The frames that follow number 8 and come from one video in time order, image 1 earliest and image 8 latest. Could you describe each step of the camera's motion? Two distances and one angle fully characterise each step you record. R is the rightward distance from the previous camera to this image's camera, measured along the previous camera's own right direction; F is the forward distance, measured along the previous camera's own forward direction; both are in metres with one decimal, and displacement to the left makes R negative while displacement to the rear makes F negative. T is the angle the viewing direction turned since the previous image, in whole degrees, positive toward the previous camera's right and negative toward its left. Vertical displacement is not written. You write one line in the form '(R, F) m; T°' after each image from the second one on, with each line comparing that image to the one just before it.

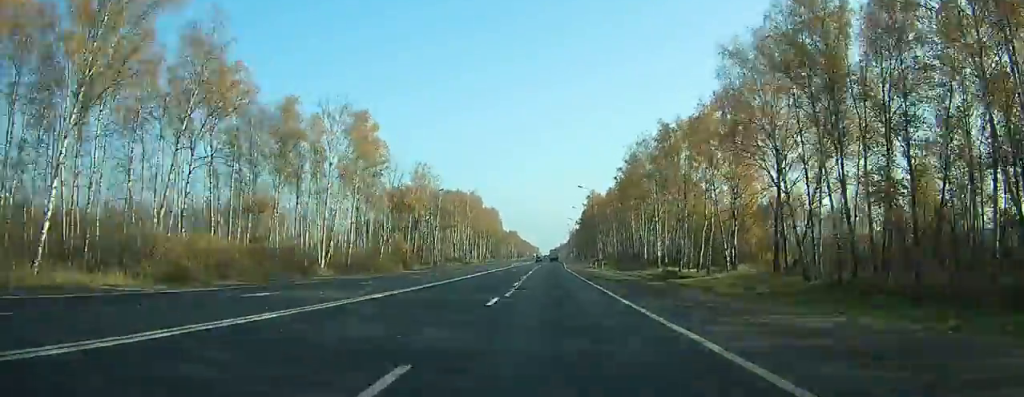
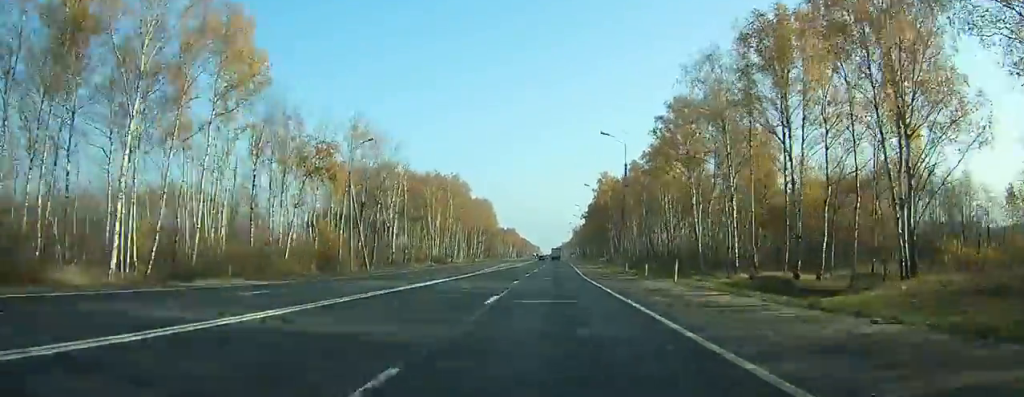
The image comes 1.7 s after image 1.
(+0.1, +36.2) m; 0°
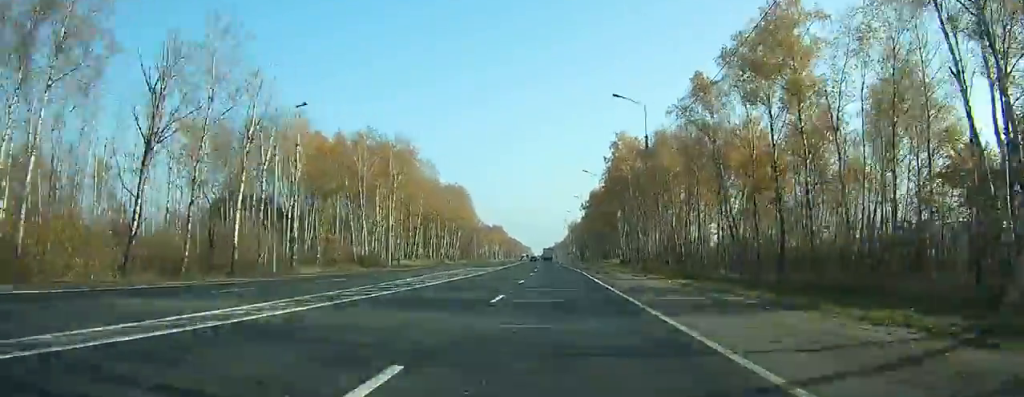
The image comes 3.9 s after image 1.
(0.0, +48.1) m; 0°
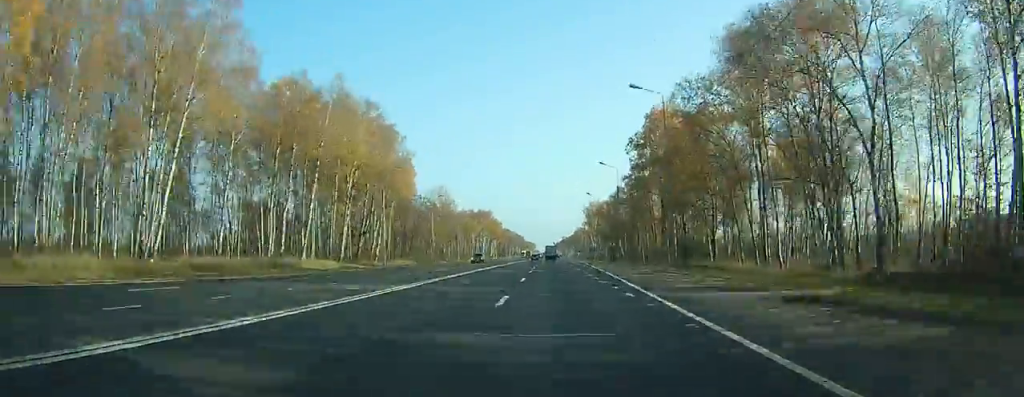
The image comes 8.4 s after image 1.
(+0.2, +98.8) m; 0°
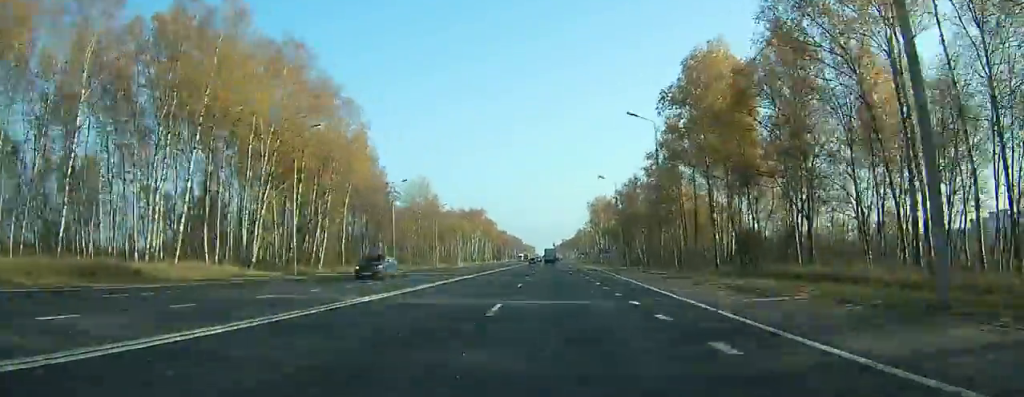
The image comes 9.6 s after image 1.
(0.0, +25.5) m; 0°
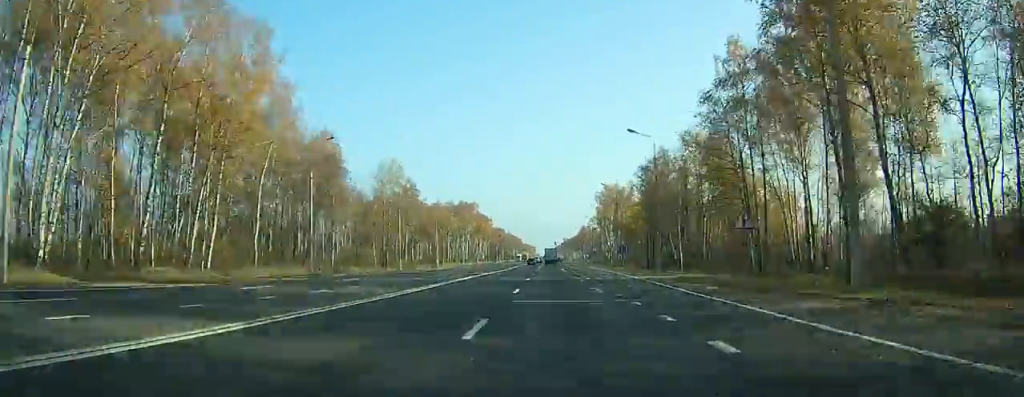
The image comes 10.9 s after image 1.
(-0.1, +27.6) m; 0°
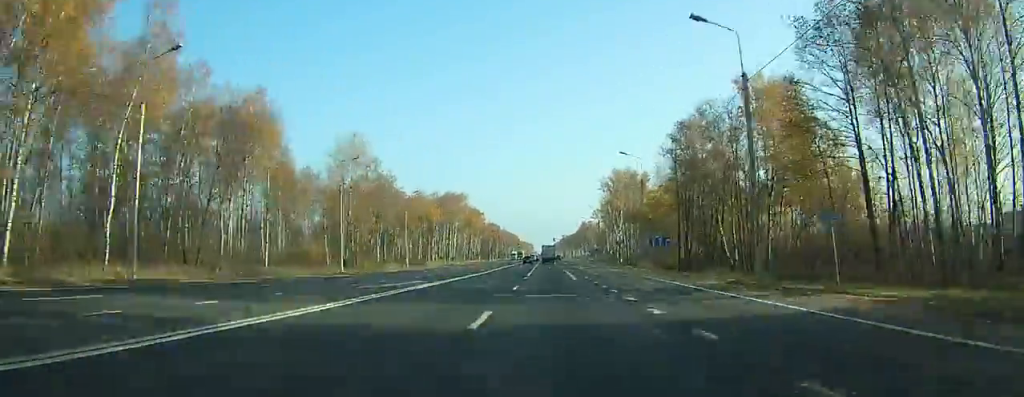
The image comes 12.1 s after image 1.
(0.0, +23.2) m; 0°
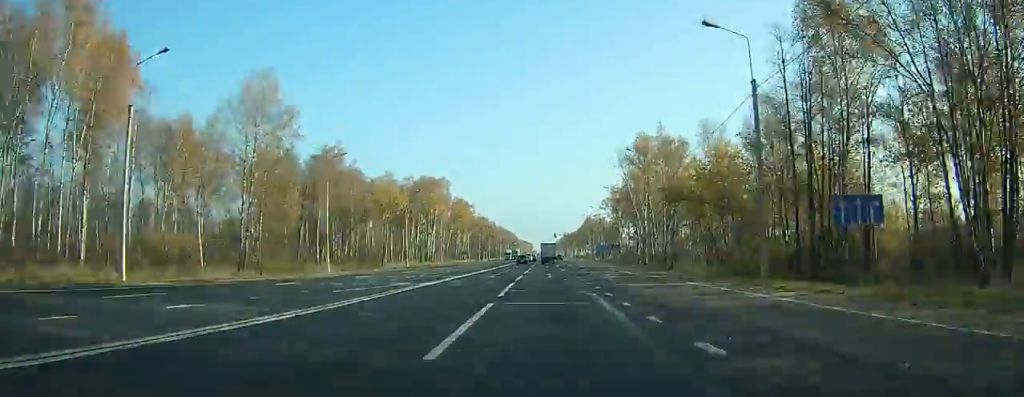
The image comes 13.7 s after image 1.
(0.0, +32.3) m; 0°
